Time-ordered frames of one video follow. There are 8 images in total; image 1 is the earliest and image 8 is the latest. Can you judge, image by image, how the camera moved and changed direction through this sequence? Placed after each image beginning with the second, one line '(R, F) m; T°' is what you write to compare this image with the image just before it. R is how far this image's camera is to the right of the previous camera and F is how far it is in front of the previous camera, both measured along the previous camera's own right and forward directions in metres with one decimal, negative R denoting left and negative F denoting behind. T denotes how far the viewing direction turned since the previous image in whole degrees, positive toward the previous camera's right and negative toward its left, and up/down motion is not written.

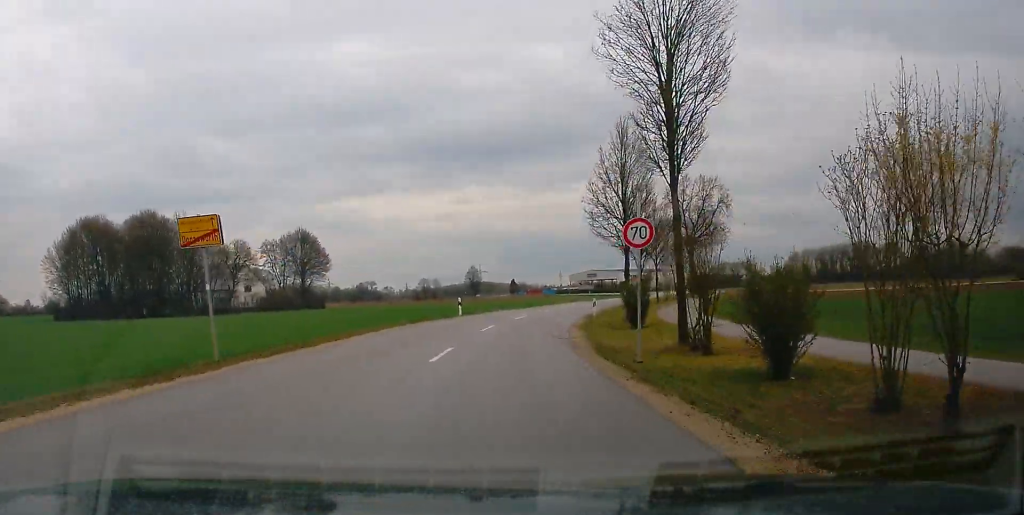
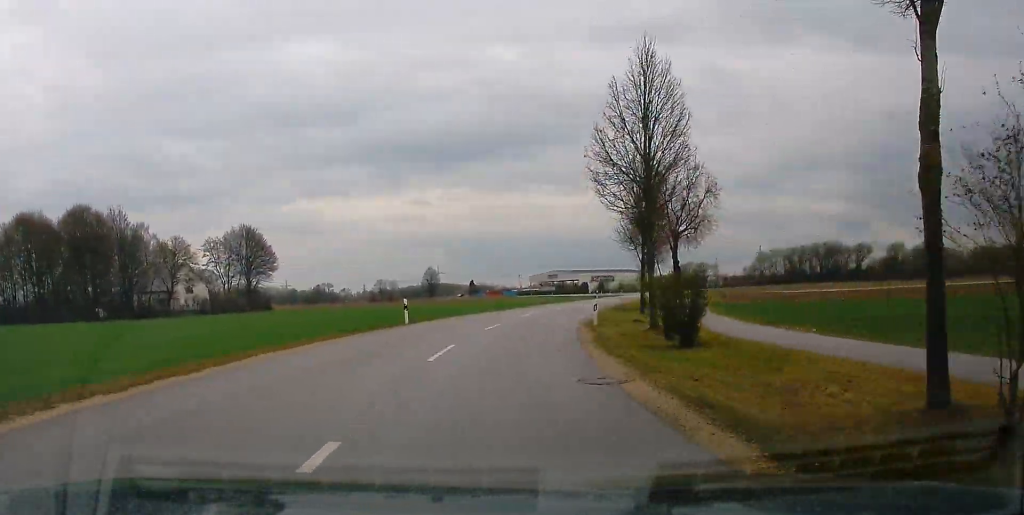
(-0.4, +14.3) m; +3°
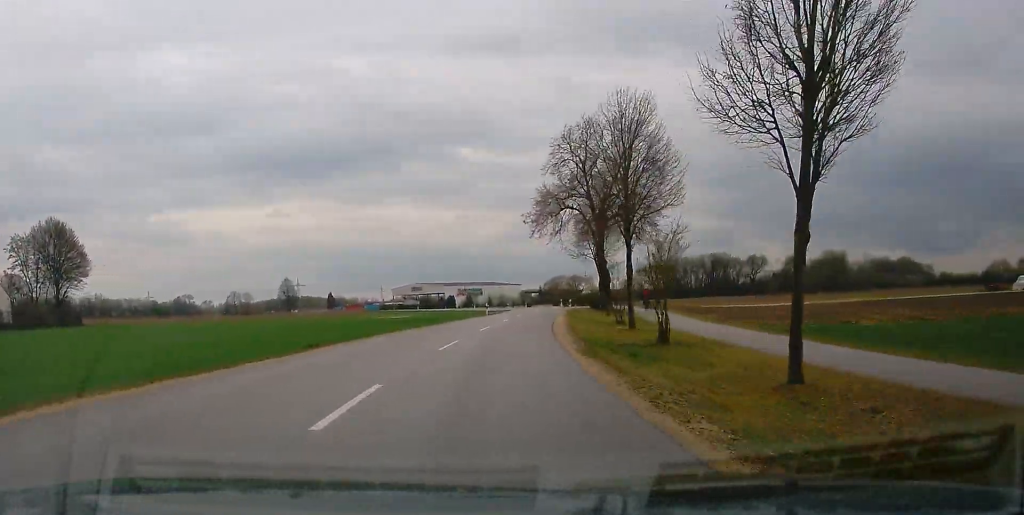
(+2.7, +33.6) m; +7°
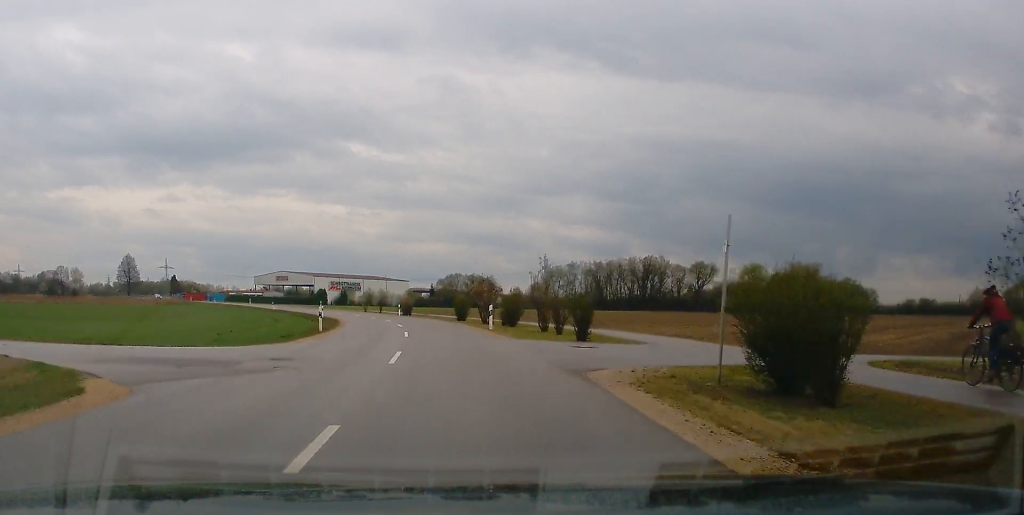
(+4.9, +75.8) m; +3°
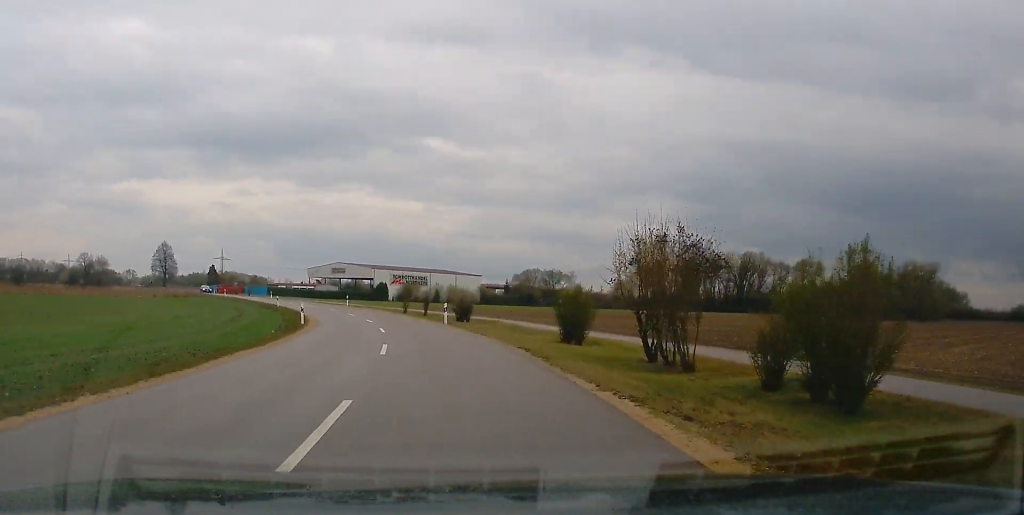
(-1.3, +36.5) m; -7°
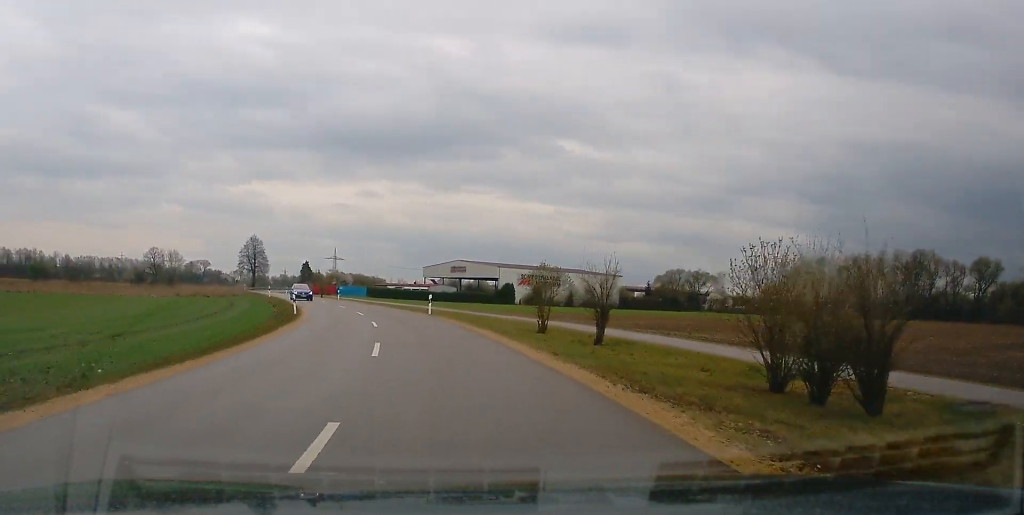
(-3.9, +39.7) m; -11°
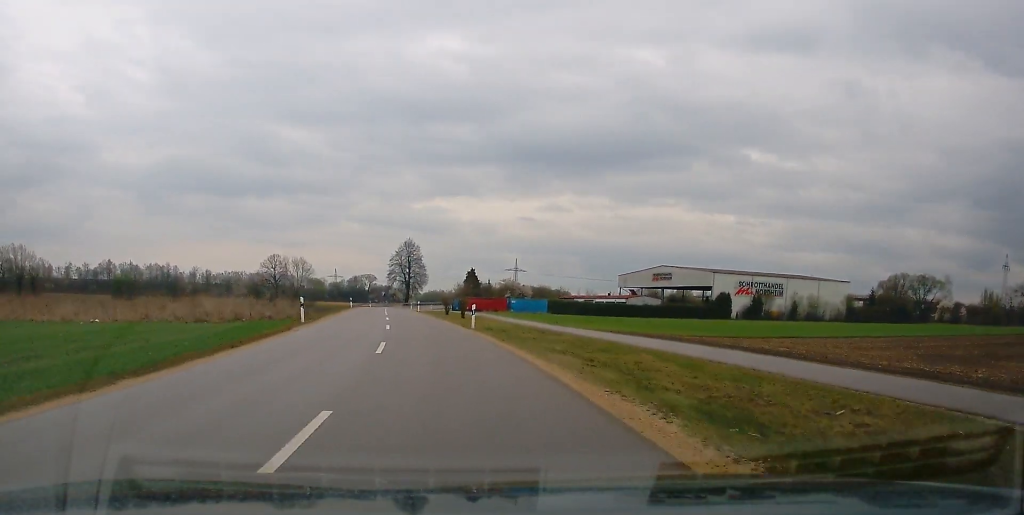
(-5.9, +49.8) m; -8°
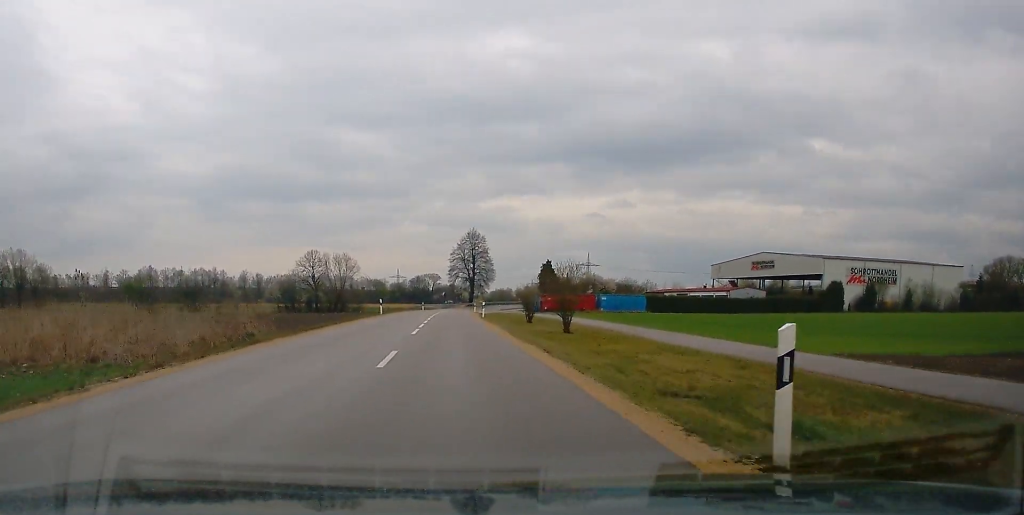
(+0.1, +27.1) m; -1°
